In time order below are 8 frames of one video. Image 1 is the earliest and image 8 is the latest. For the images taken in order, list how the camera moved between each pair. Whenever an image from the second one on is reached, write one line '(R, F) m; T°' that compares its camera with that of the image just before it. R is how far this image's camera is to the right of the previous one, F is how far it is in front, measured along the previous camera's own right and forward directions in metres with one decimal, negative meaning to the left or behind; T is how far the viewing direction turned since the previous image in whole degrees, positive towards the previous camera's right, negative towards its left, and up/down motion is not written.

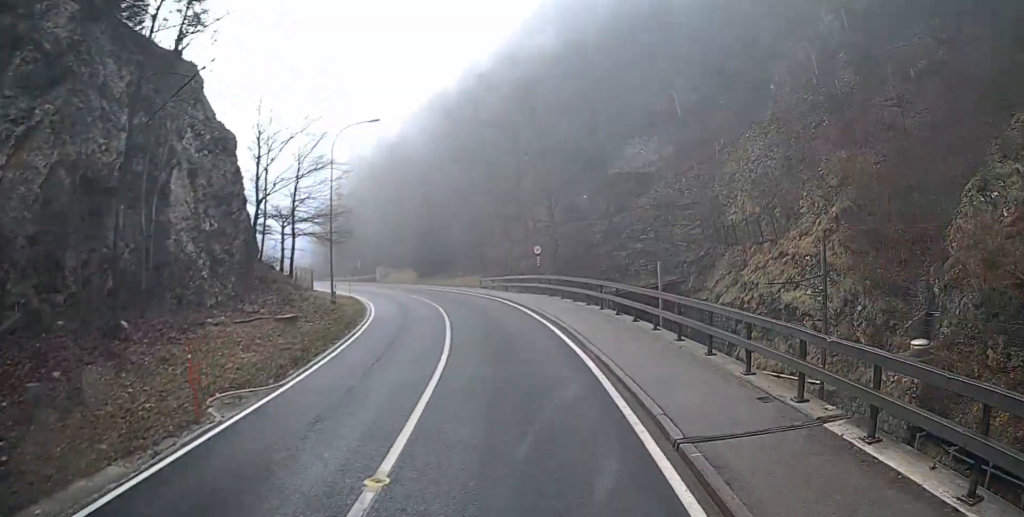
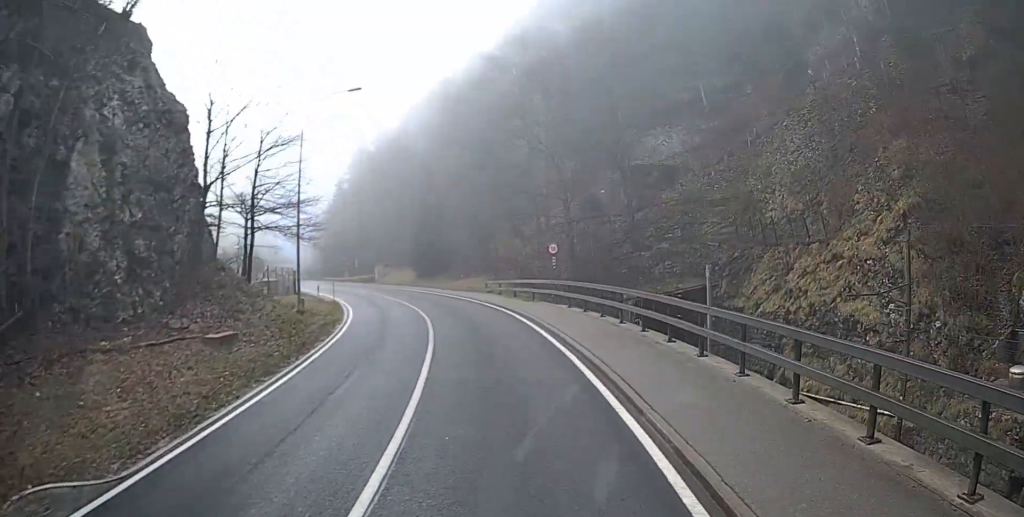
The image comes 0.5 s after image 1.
(0.0, +5.8) m; 0°
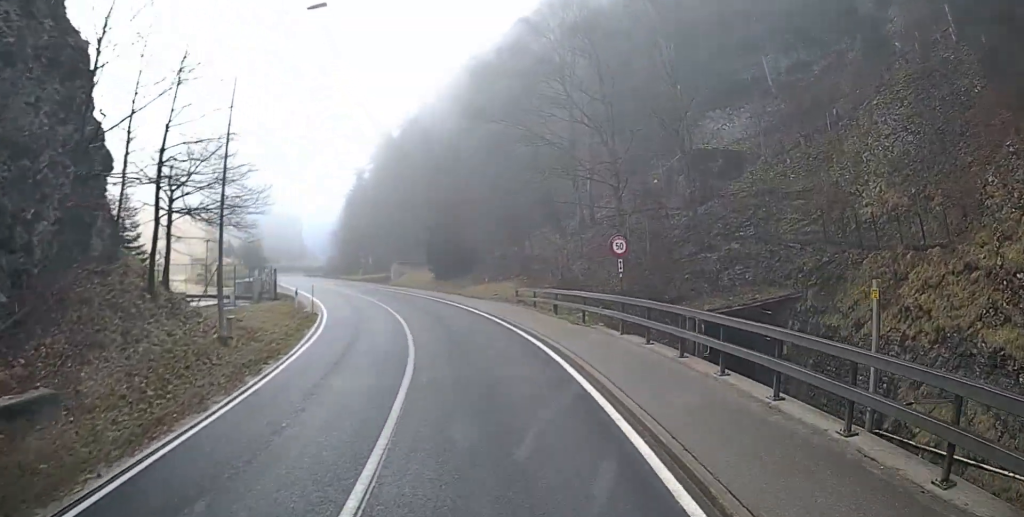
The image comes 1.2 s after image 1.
(0.0, +9.2) m; 0°
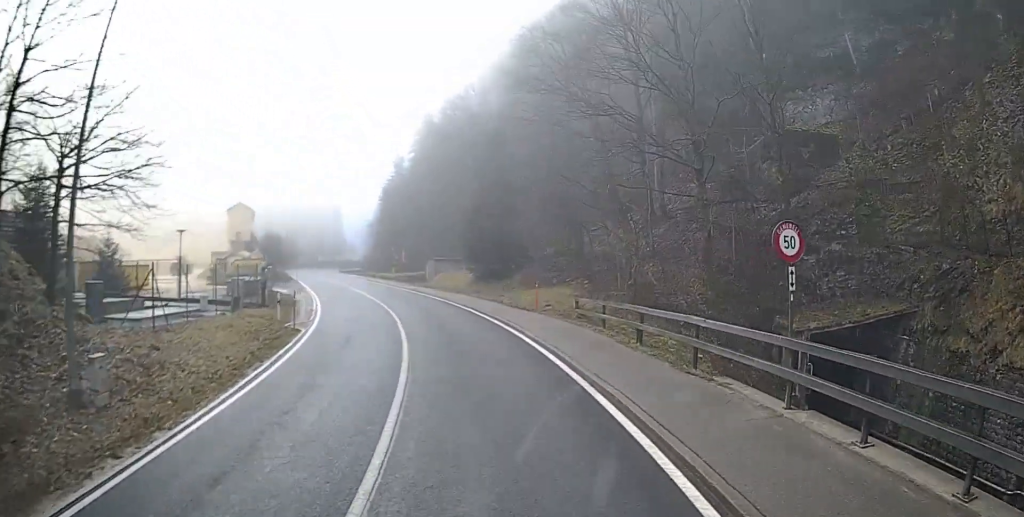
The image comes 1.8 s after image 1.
(0.0, +7.9) m; 0°
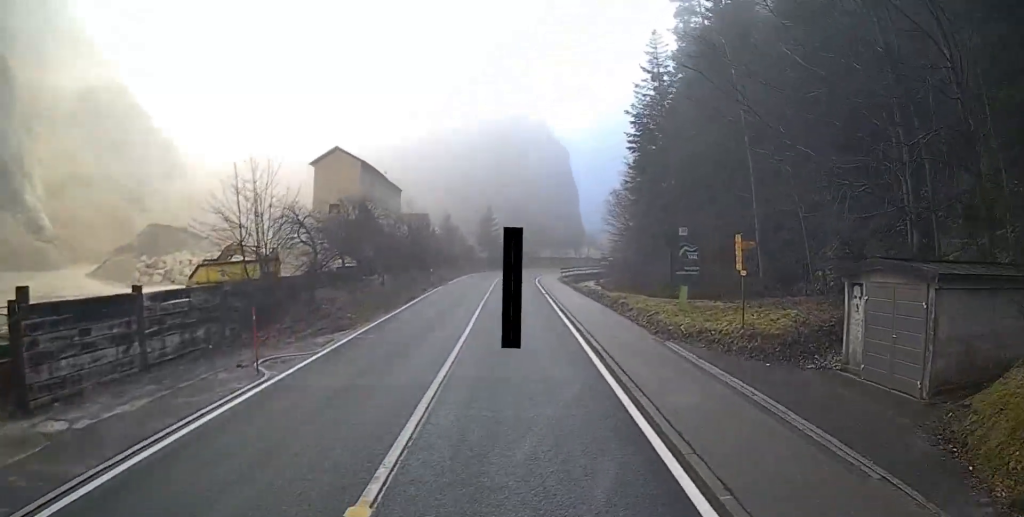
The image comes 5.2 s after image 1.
(-12.8, +38.5) m; -31°
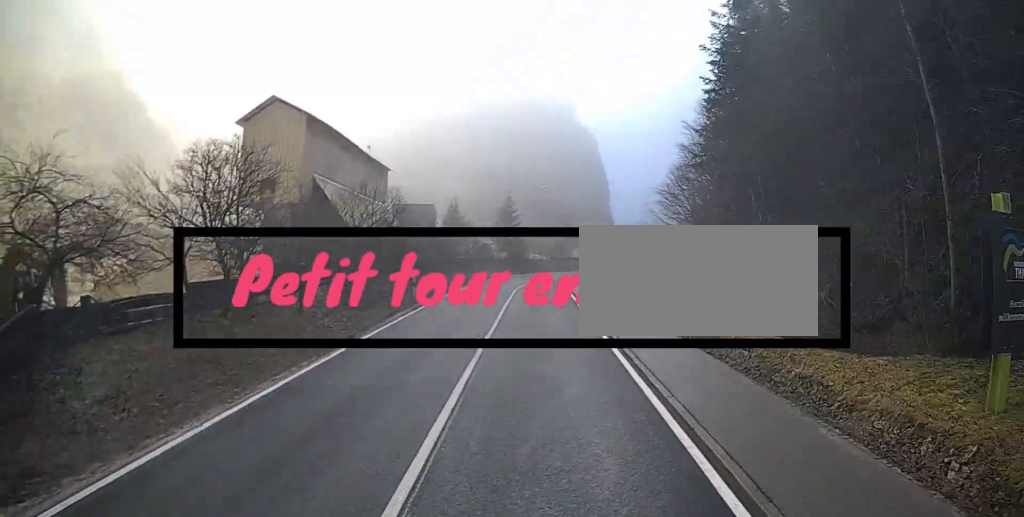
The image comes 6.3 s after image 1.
(0.0, +14.3) m; 0°
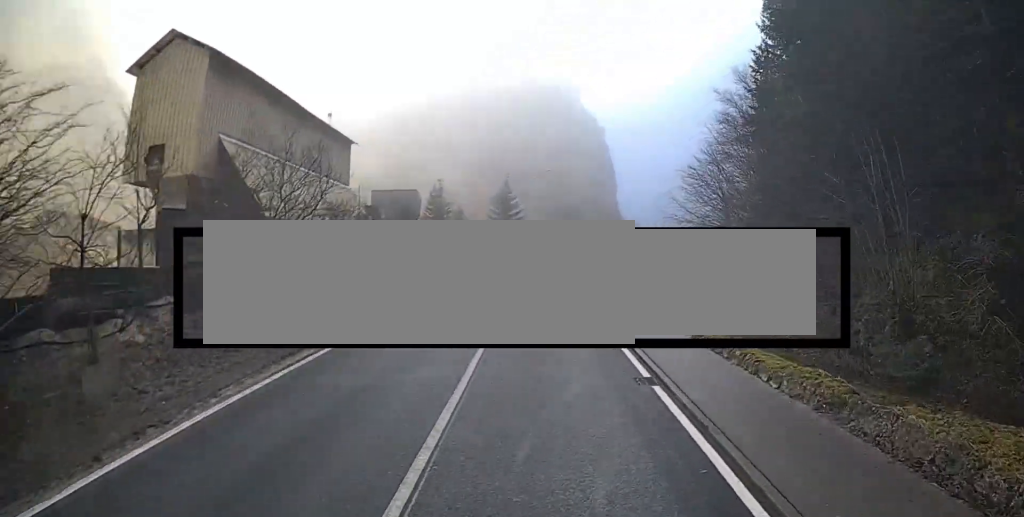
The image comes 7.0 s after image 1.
(0.0, +9.2) m; 0°
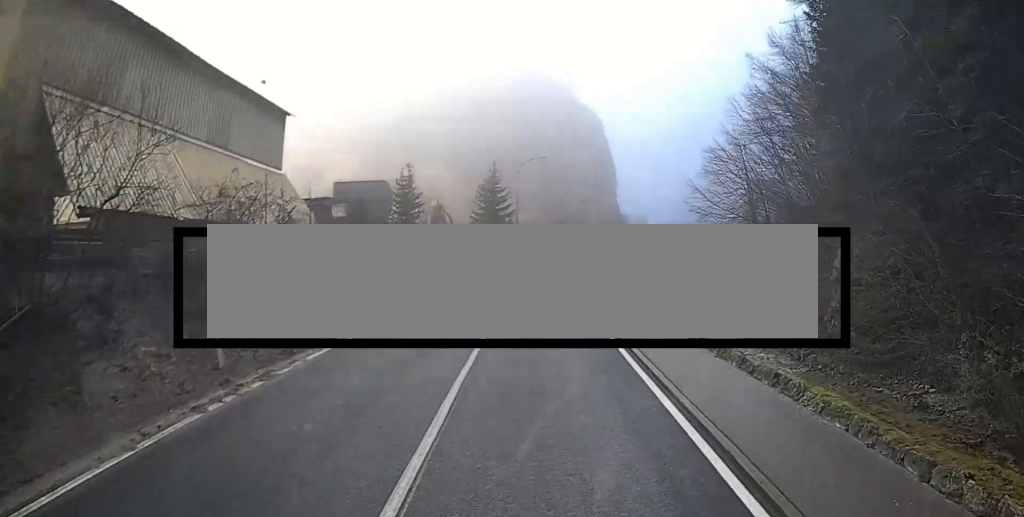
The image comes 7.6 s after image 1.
(0.0, +8.7) m; 0°
